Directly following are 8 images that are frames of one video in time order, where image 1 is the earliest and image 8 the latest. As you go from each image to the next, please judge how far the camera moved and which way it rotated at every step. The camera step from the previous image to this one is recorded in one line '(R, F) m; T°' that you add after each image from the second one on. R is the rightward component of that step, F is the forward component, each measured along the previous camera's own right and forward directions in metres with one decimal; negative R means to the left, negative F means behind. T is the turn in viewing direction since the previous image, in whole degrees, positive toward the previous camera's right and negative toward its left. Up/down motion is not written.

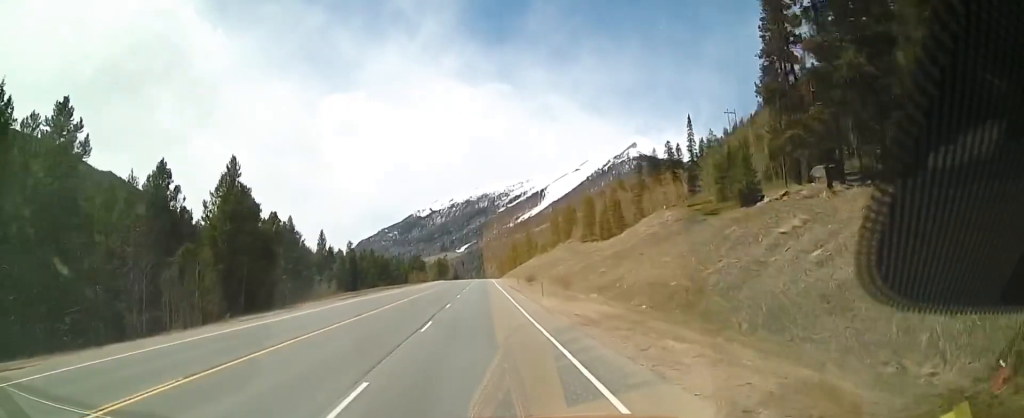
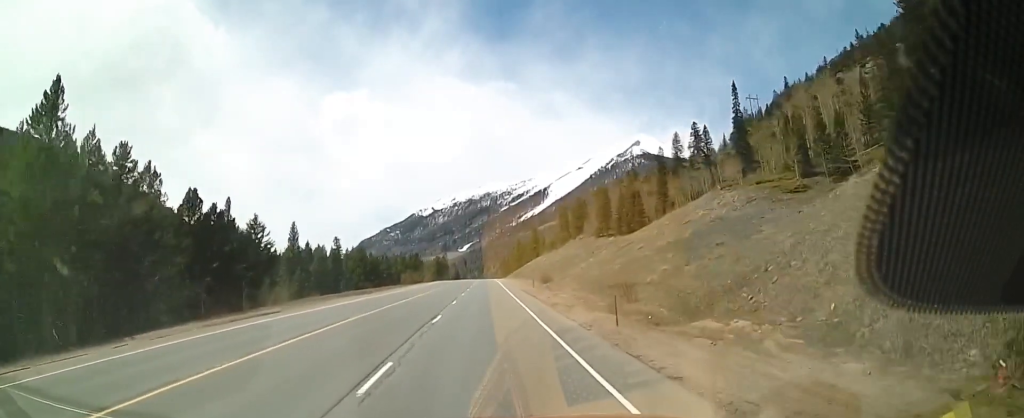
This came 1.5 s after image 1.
(+1.2, +21.4) m; +3°
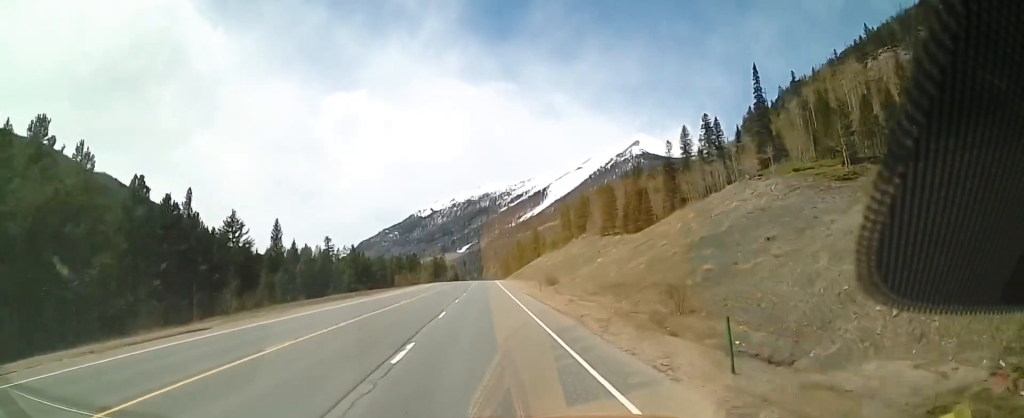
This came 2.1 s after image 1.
(0.0, +8.8) m; 0°
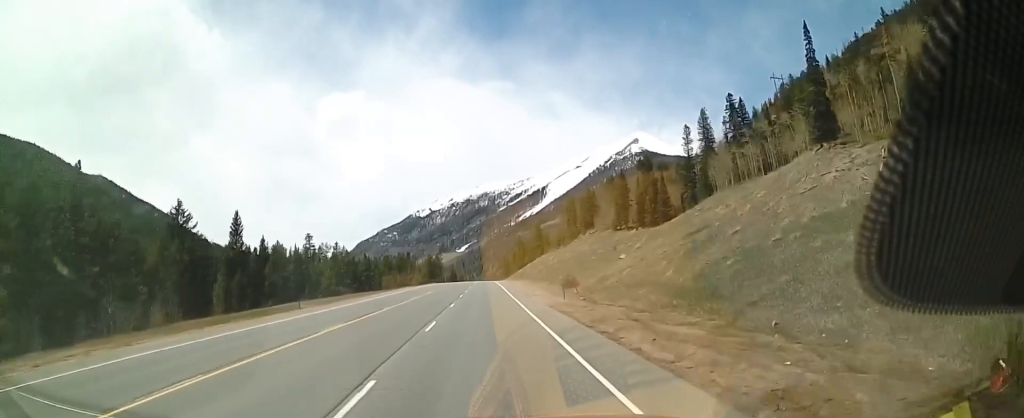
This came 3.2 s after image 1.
(-0.2, +16.7) m; -2°
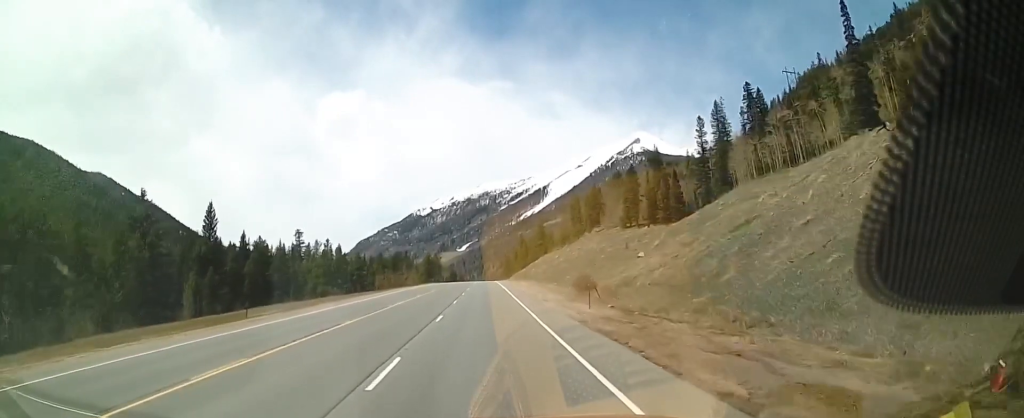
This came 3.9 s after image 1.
(0.0, +9.5) m; -1°
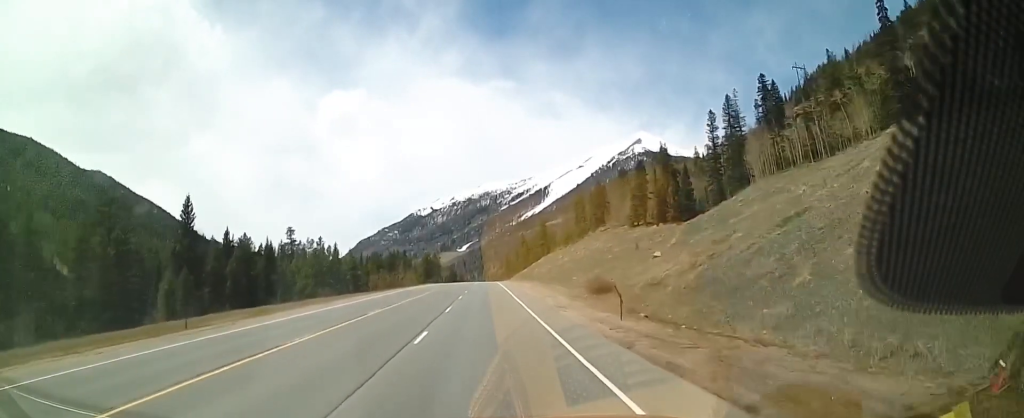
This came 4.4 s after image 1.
(-0.2, +6.5) m; 0°
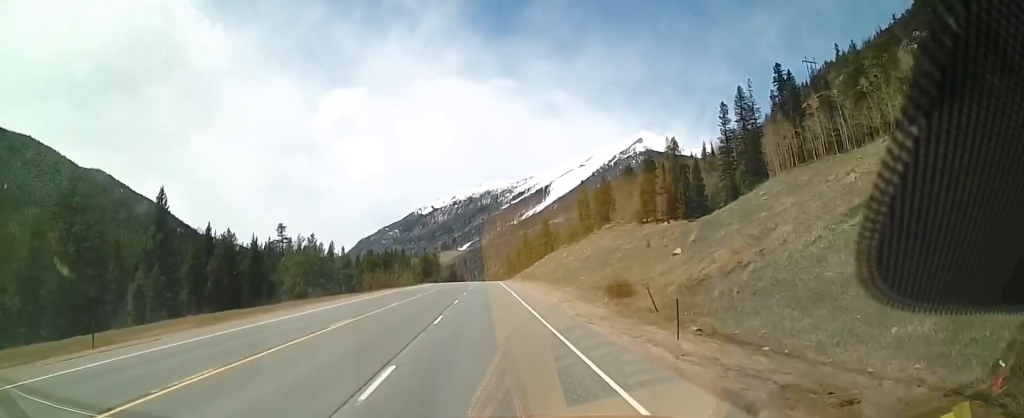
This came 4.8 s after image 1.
(-0.2, +6.5) m; 0°
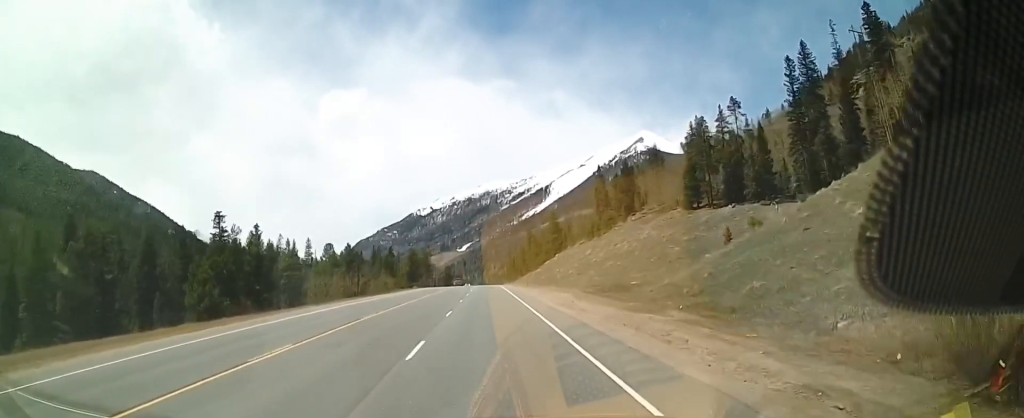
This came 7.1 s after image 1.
(+1.1, +30.6) m; +3°
